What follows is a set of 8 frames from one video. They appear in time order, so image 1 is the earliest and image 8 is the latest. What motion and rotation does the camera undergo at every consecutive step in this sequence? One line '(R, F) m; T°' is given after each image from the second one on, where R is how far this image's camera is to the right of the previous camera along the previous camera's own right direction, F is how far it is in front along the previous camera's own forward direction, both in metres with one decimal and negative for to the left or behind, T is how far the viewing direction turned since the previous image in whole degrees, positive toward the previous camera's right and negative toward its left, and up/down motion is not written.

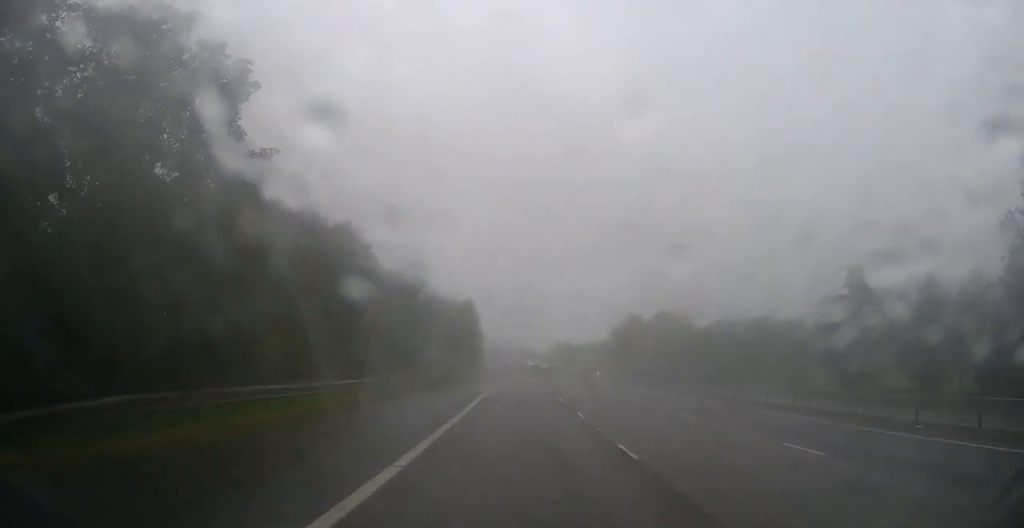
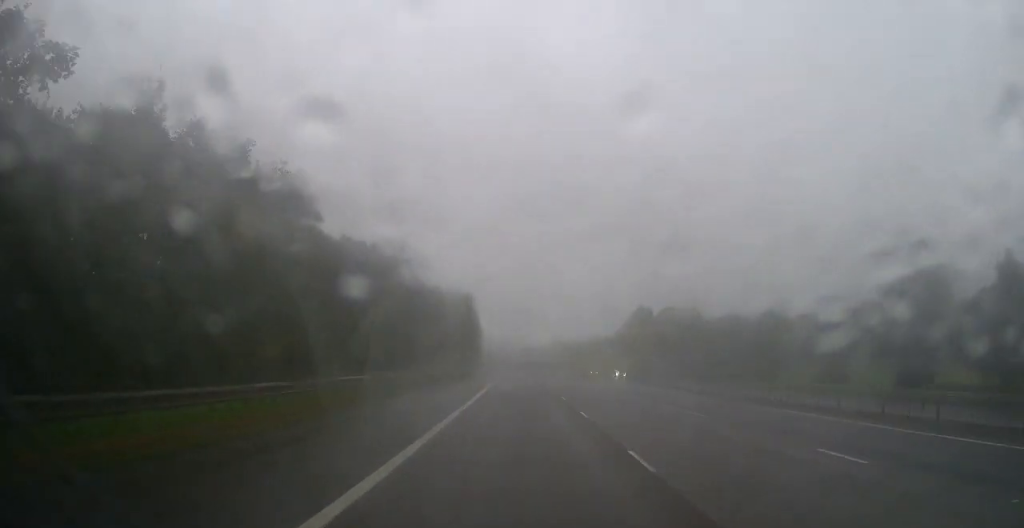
(0.0, +10.7) m; 0°
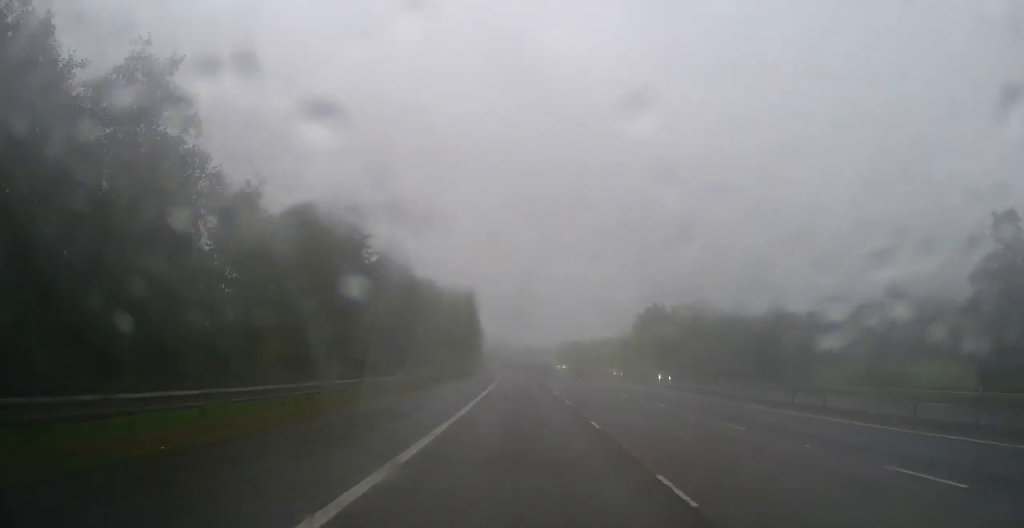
(-0.1, +11.5) m; 0°
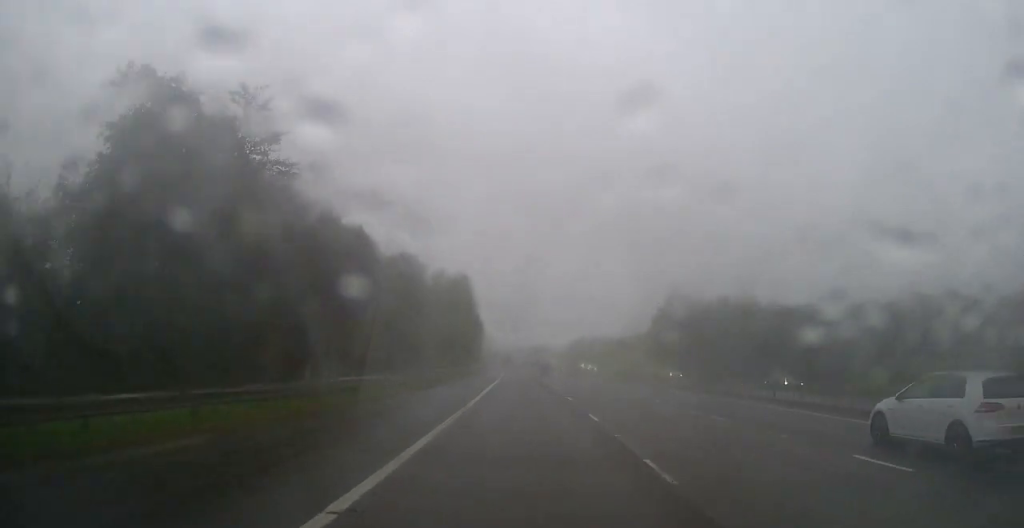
(-0.1, +16.4) m; 0°
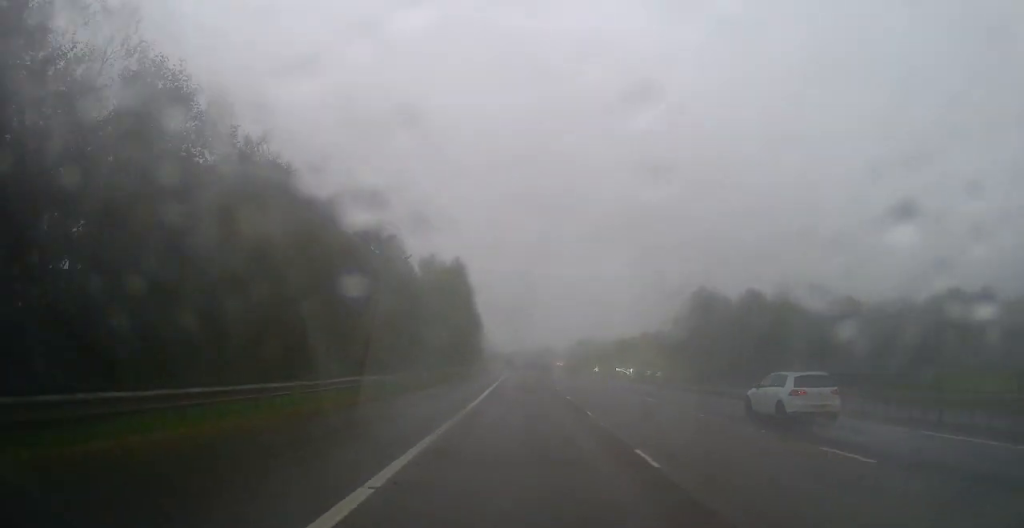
(0.0, +16.6) m; 0°
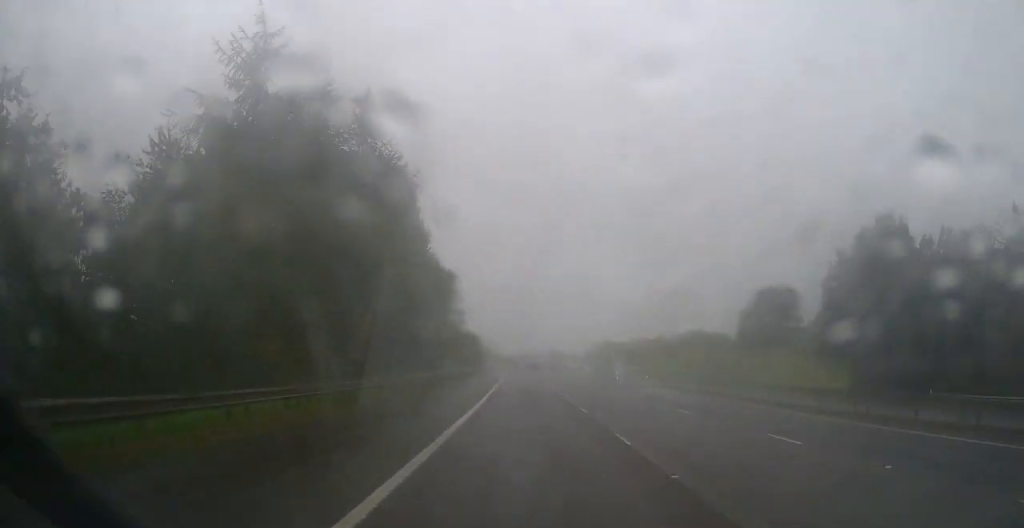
(-0.6, +59.4) m; -1°
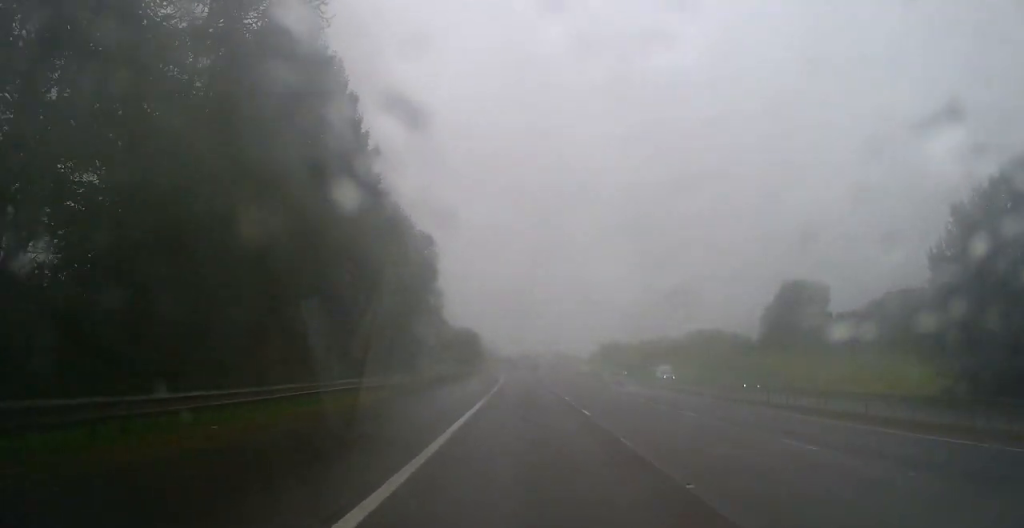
(0.0, +19.1) m; 0°
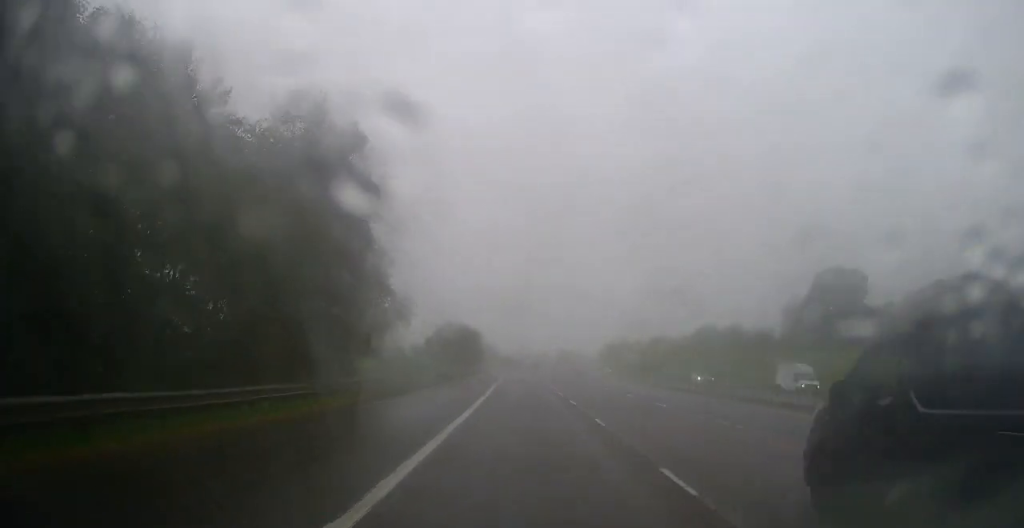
(-0.2, +22.2) m; -1°
